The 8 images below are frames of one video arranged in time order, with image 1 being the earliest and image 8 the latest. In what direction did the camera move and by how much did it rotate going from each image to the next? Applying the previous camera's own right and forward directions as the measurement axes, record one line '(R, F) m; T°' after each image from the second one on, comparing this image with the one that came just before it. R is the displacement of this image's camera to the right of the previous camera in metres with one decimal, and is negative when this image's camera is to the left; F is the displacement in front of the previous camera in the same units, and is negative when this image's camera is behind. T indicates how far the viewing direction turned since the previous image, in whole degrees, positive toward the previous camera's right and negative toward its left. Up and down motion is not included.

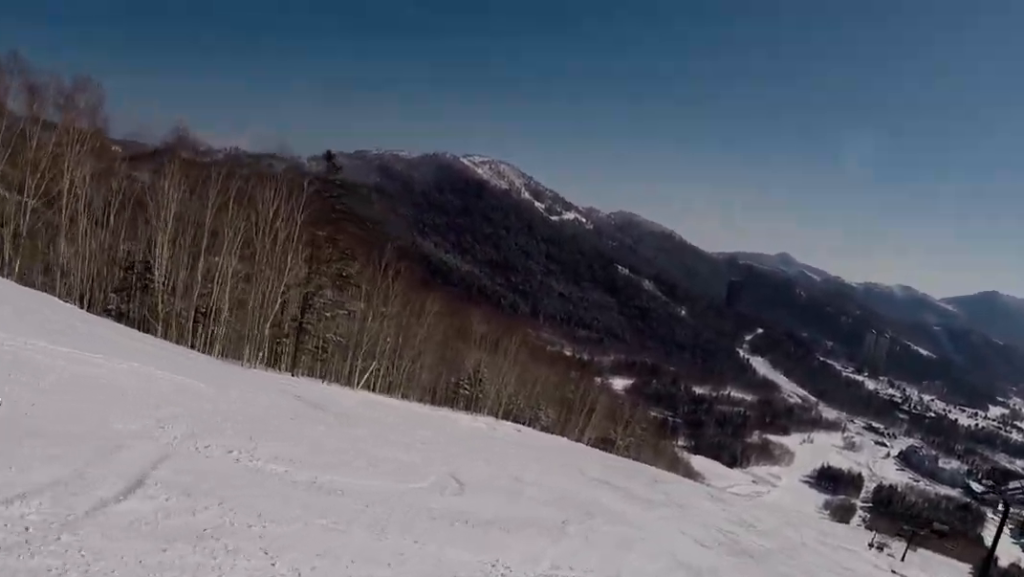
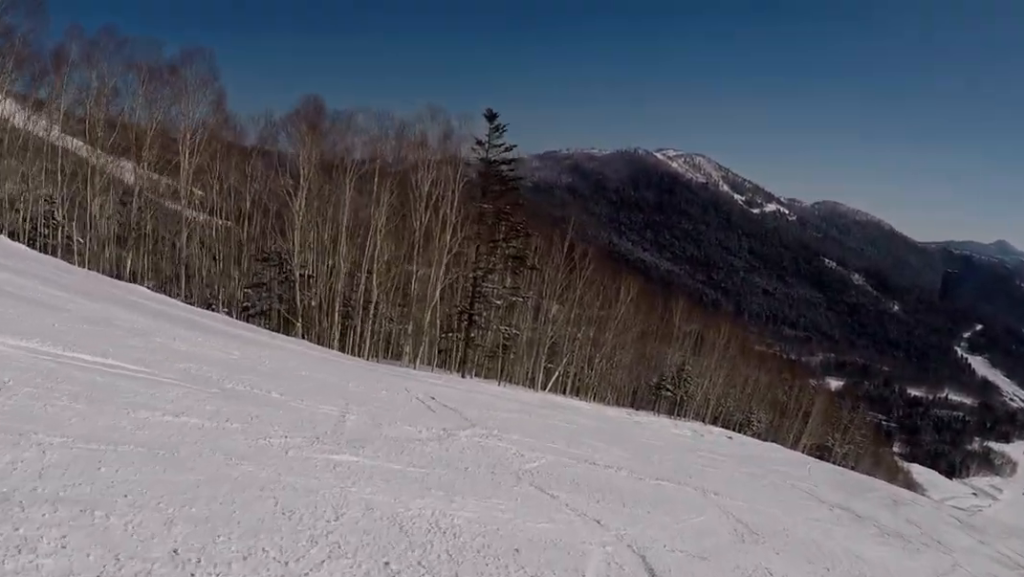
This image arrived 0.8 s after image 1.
(-0.9, +6.0) m; -20°
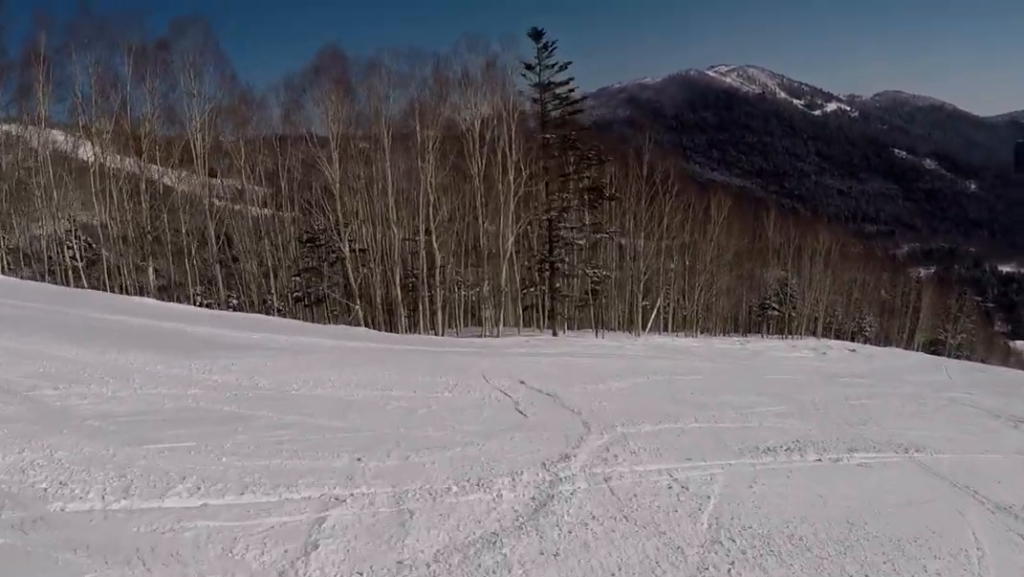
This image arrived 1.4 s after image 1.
(-0.9, +4.4) m; -6°
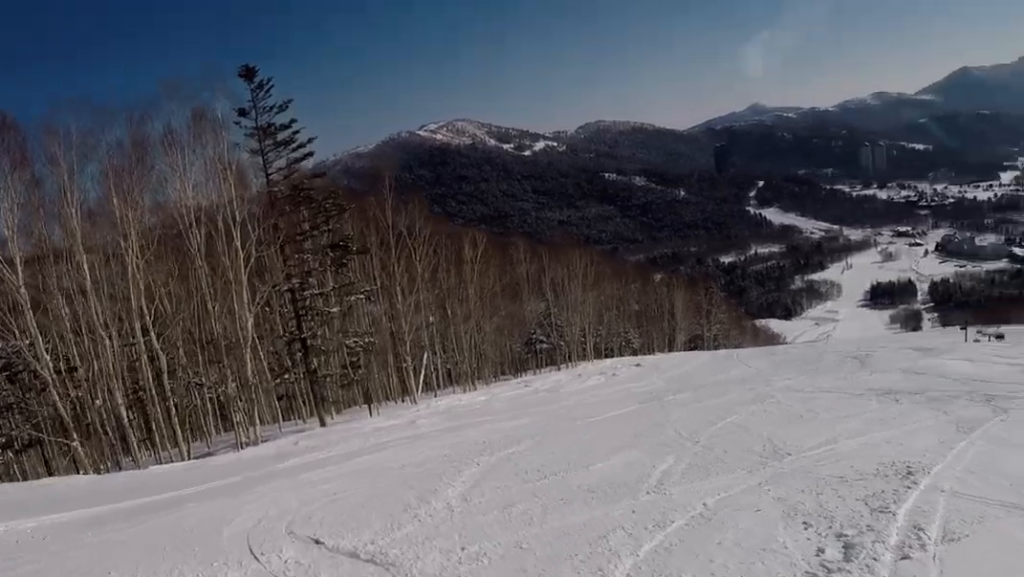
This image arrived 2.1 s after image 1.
(-0.4, +5.3) m; 0°
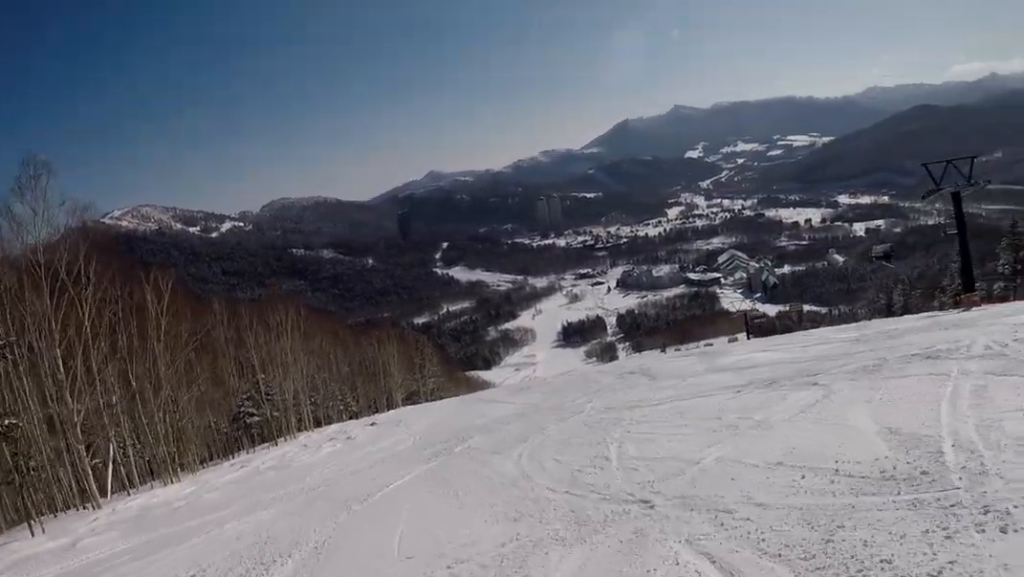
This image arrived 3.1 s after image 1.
(+0.4, +7.2) m; +18°
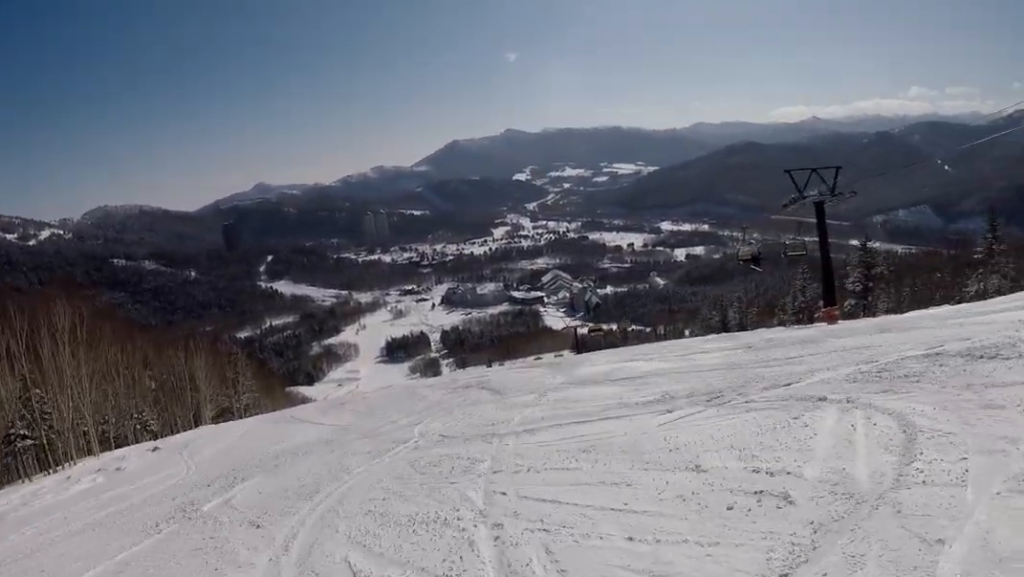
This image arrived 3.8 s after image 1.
(+0.1, +5.8) m; +27°
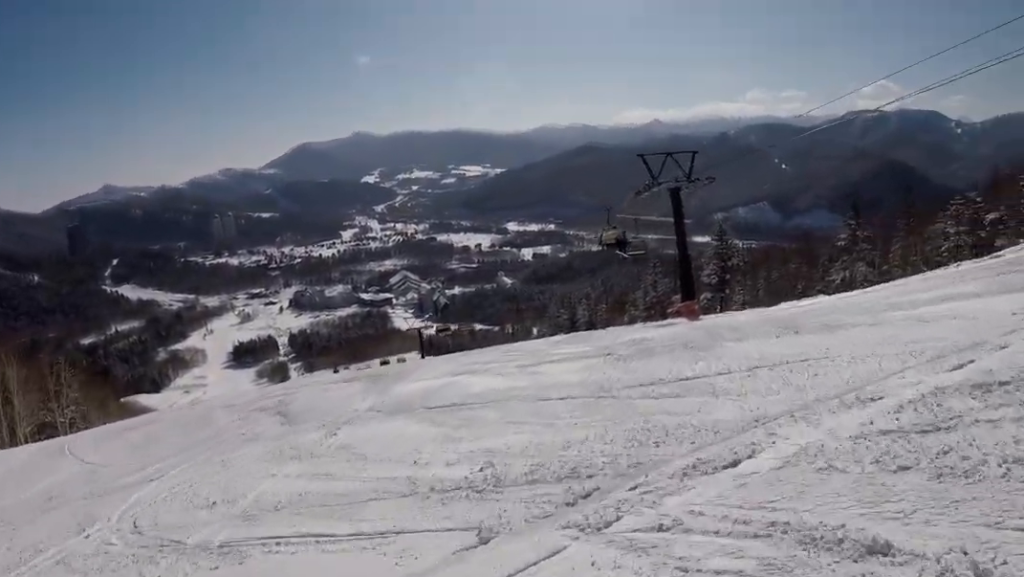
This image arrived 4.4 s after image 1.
(+2.1, +4.2) m; +17°
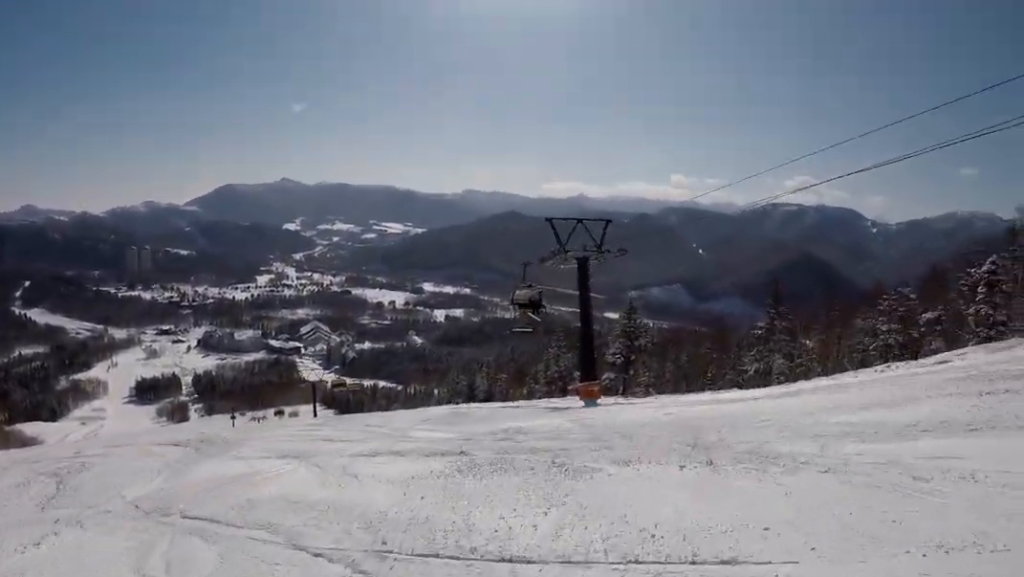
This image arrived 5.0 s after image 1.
(+0.8, +4.2) m; +12°
